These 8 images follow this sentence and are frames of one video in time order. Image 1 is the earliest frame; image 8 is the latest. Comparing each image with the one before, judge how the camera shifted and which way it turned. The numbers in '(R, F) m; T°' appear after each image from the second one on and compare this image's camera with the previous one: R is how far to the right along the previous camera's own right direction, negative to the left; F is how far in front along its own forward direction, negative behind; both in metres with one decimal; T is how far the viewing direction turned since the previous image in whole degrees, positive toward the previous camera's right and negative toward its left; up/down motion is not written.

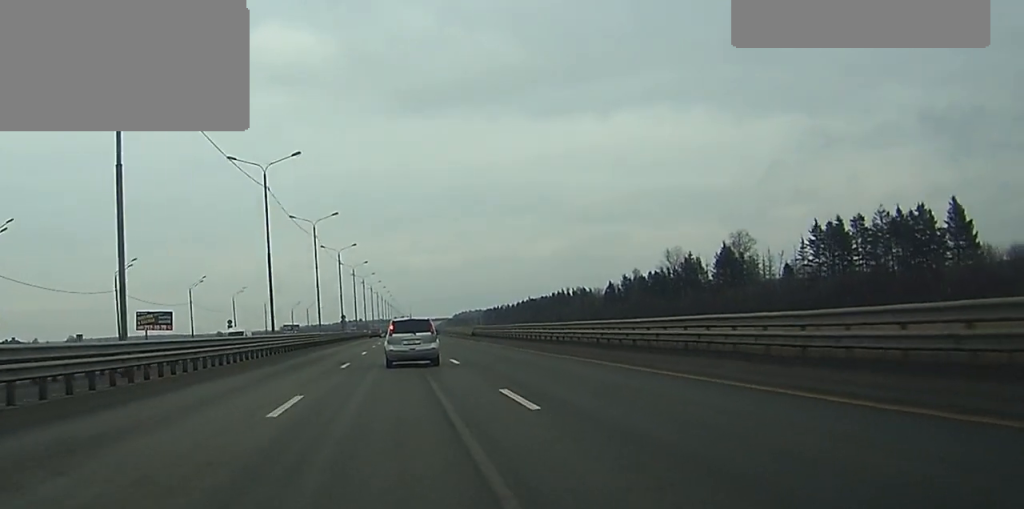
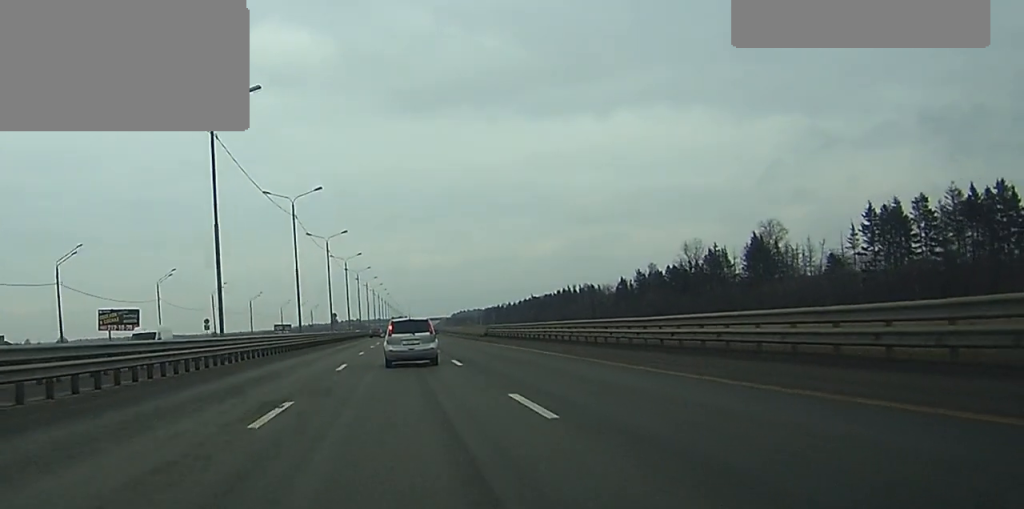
(0.0, +17.6) m; 0°
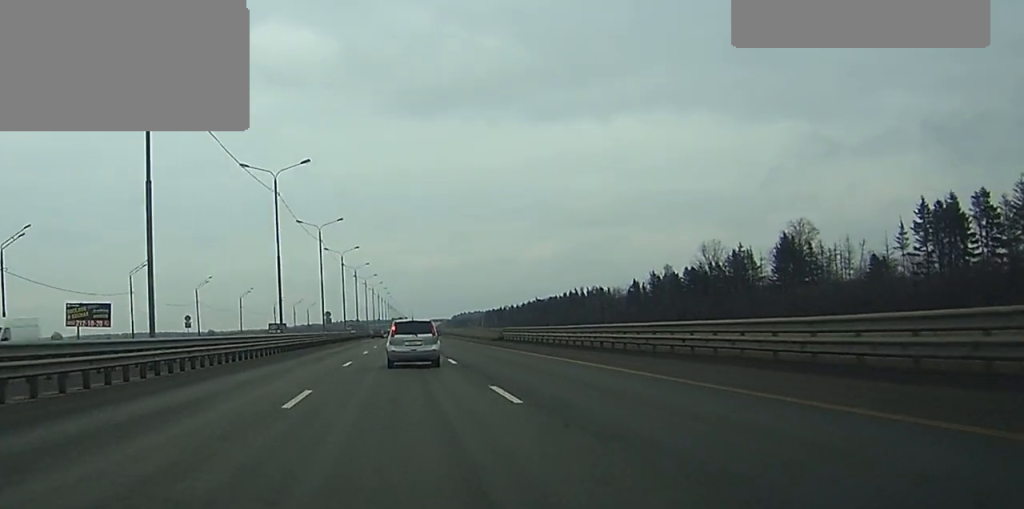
(0.0, +13.0) m; 0°
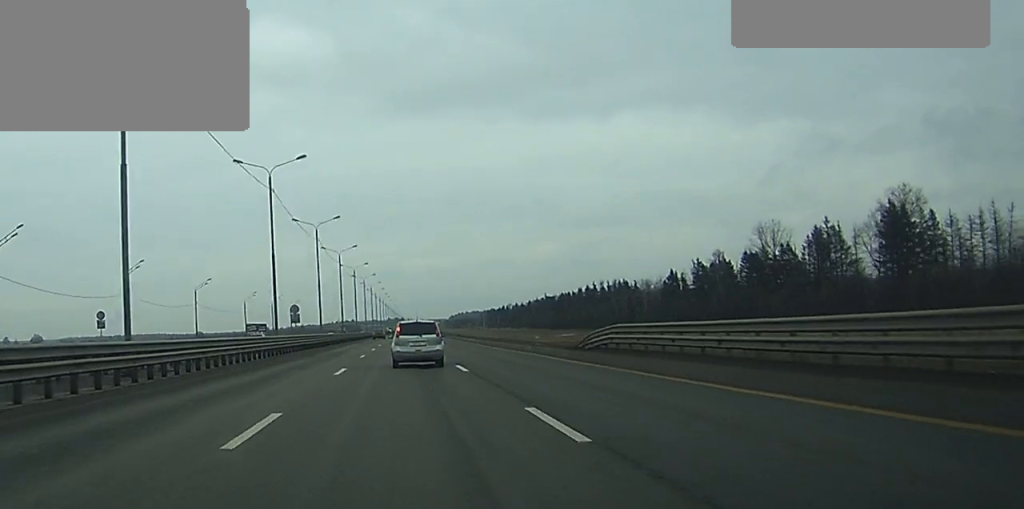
(+0.2, +37.2) m; 0°
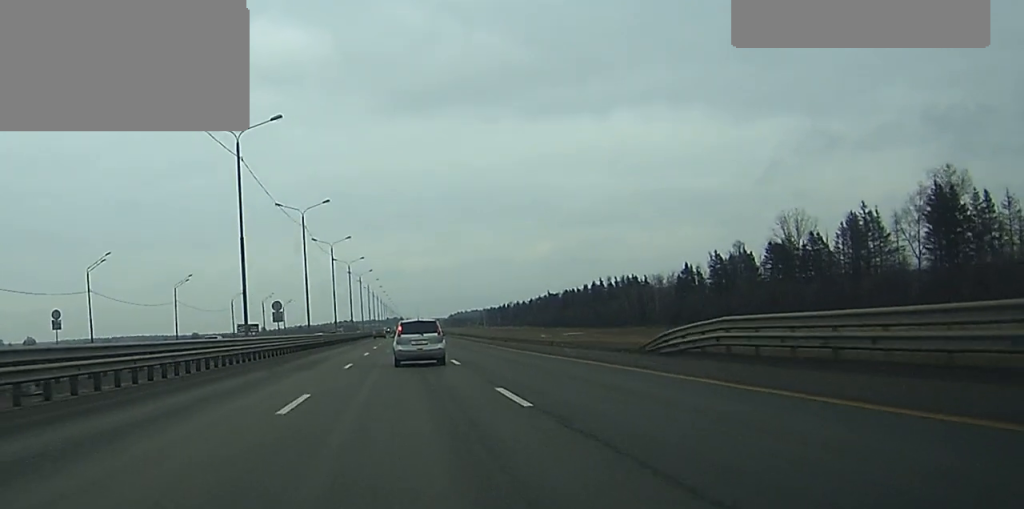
(0.0, +12.1) m; 0°
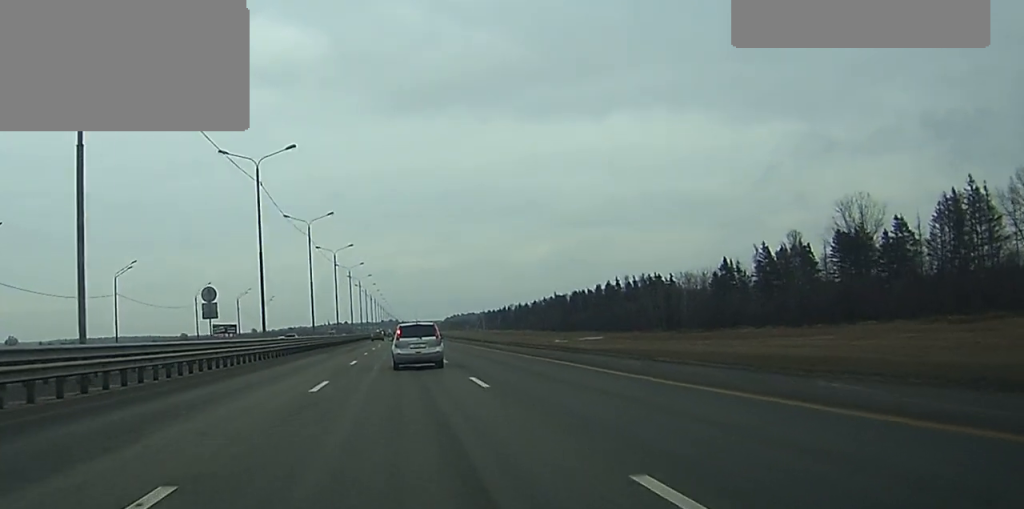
(0.0, +26.2) m; 0°
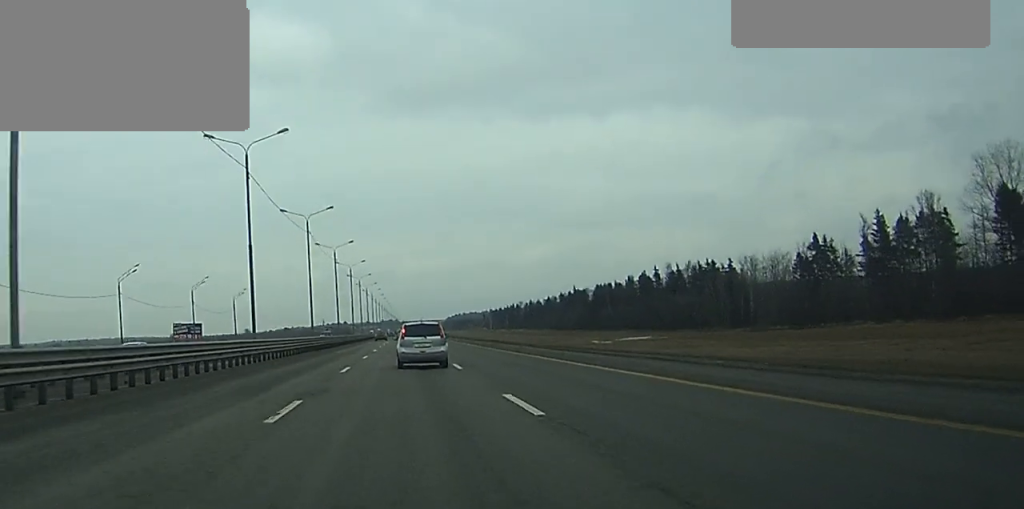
(0.0, +38.7) m; 0°
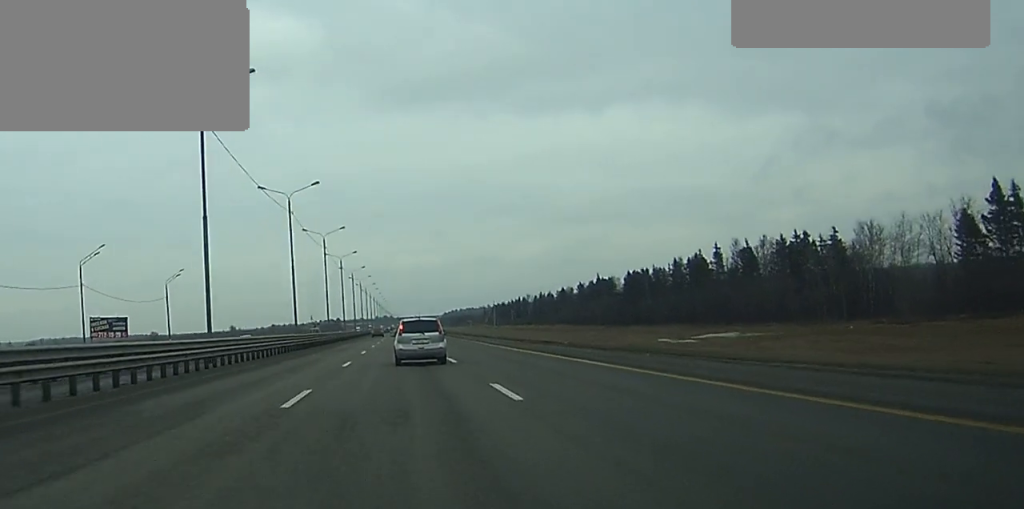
(+0.2, +45.8) m; 0°
